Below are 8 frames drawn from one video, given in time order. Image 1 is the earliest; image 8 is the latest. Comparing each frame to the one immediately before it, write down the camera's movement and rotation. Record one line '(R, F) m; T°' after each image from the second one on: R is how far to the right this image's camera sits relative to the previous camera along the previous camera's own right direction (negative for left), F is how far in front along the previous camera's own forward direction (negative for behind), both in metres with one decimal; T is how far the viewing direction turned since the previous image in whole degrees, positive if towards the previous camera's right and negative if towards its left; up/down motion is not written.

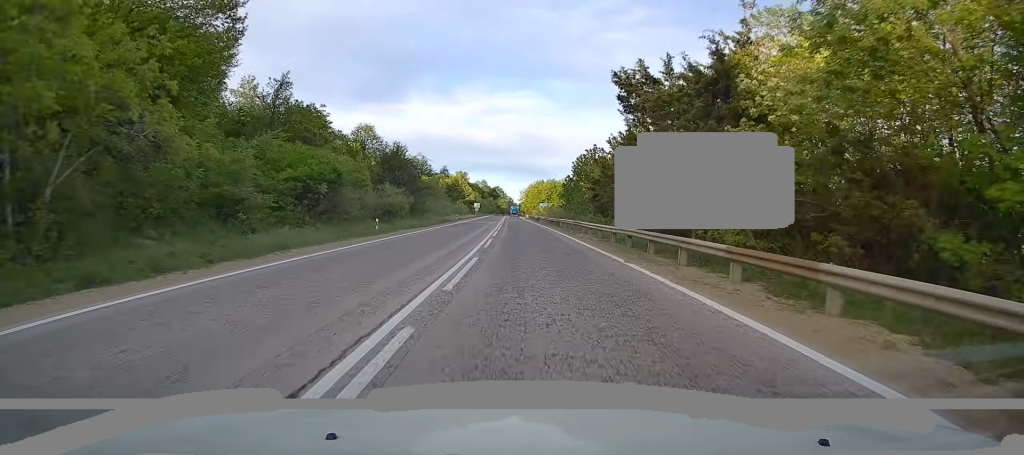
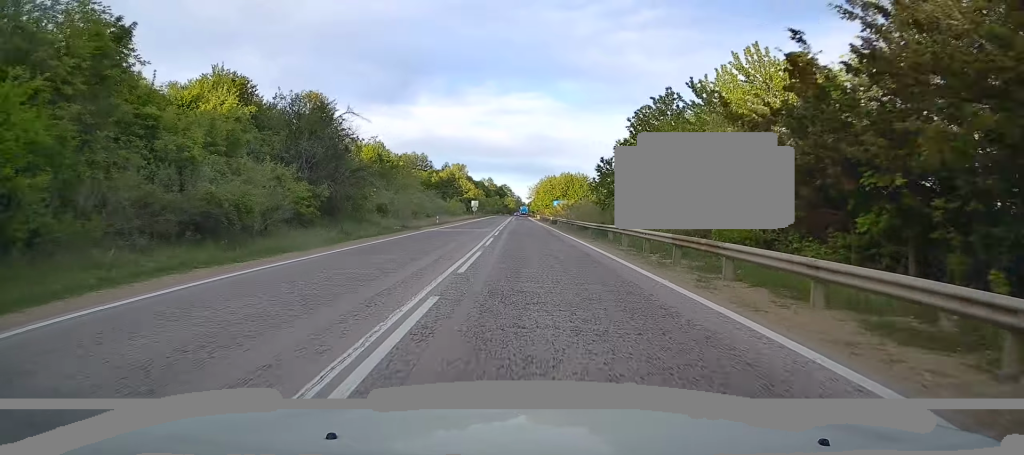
(-0.1, +25.9) m; -1°
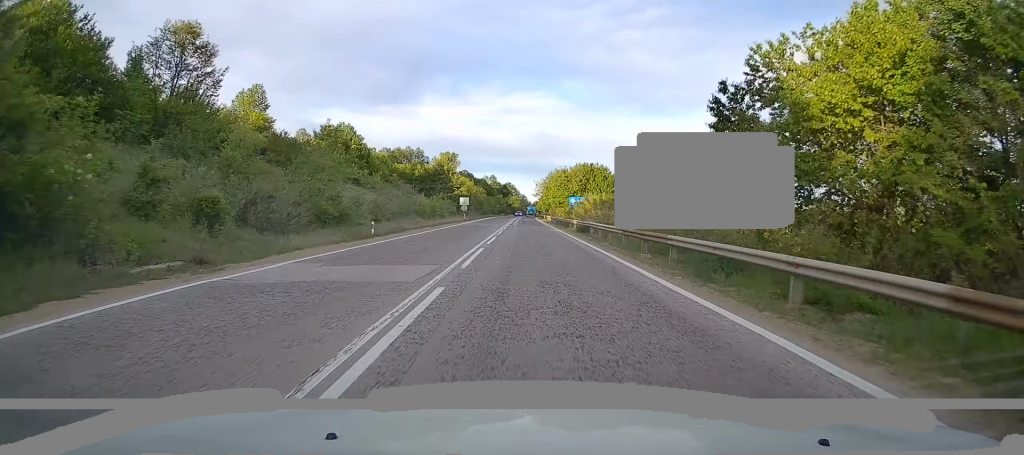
(-0.3, +25.9) m; -1°
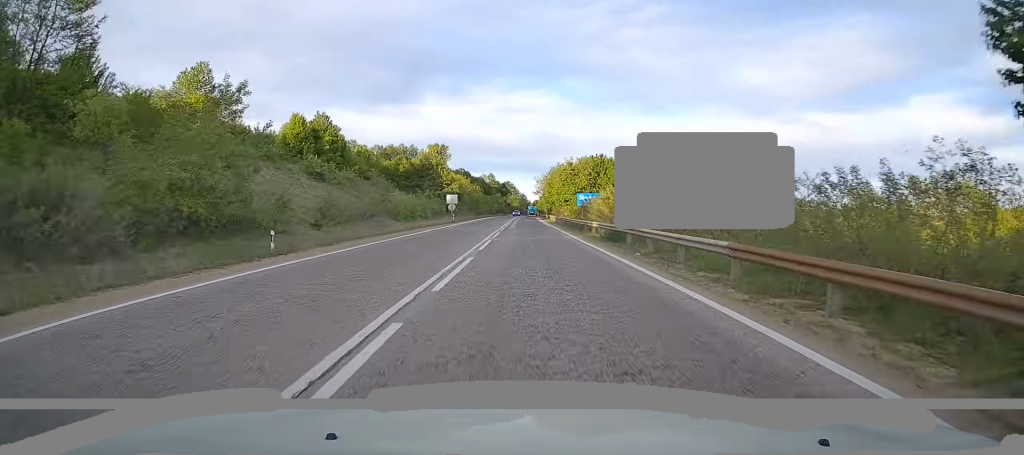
(-0.1, +12.5) m; 0°
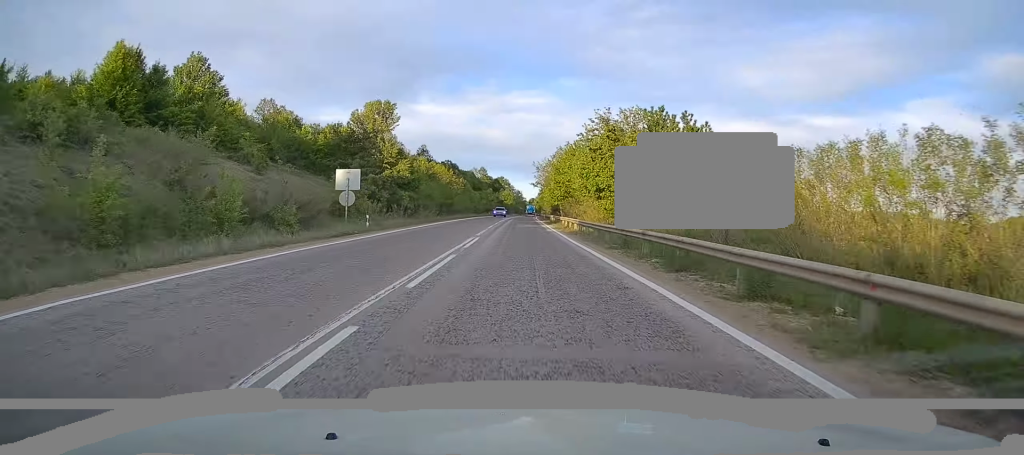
(0.0, +35.7) m; 0°
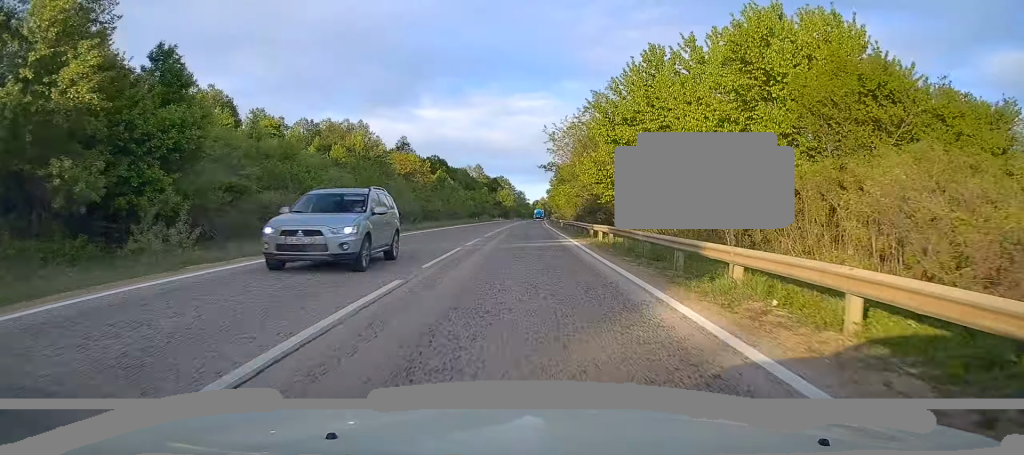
(0.0, +41.6) m; 0°
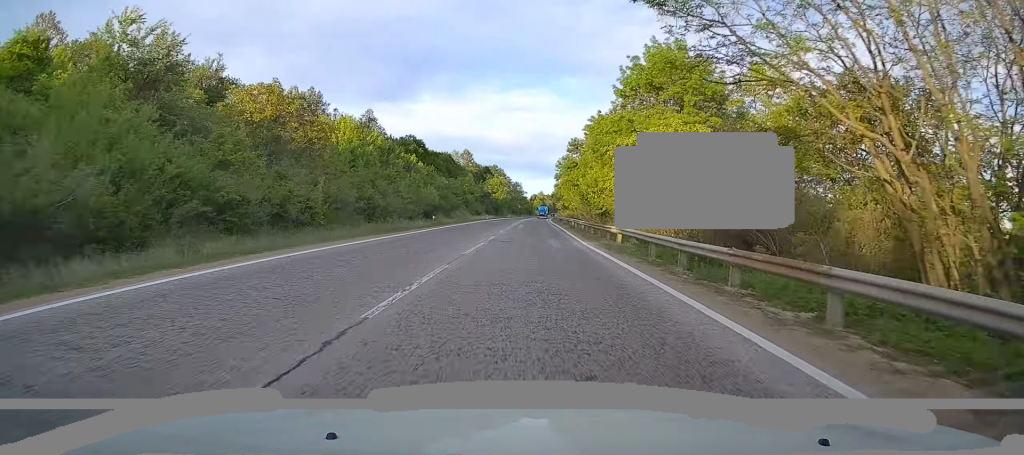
(+0.2, +40.8) m; +1°
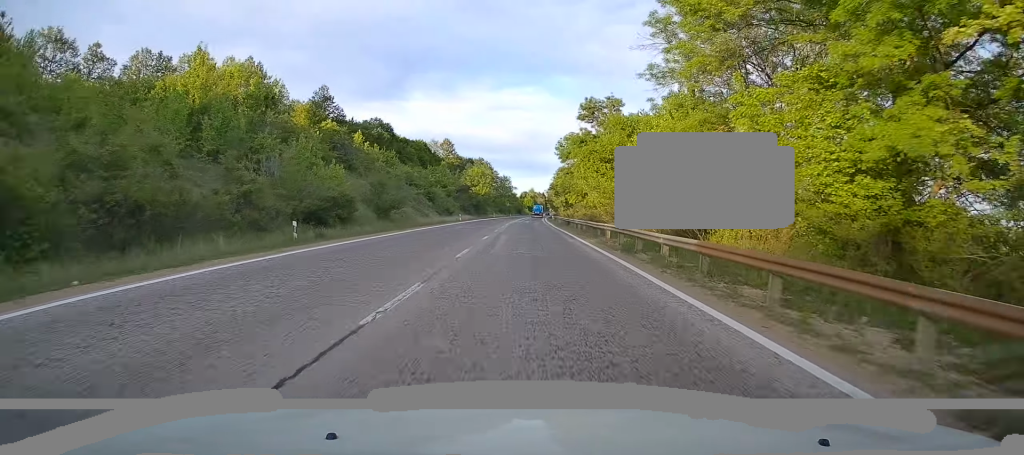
(+0.3, +28.3) m; 0°
